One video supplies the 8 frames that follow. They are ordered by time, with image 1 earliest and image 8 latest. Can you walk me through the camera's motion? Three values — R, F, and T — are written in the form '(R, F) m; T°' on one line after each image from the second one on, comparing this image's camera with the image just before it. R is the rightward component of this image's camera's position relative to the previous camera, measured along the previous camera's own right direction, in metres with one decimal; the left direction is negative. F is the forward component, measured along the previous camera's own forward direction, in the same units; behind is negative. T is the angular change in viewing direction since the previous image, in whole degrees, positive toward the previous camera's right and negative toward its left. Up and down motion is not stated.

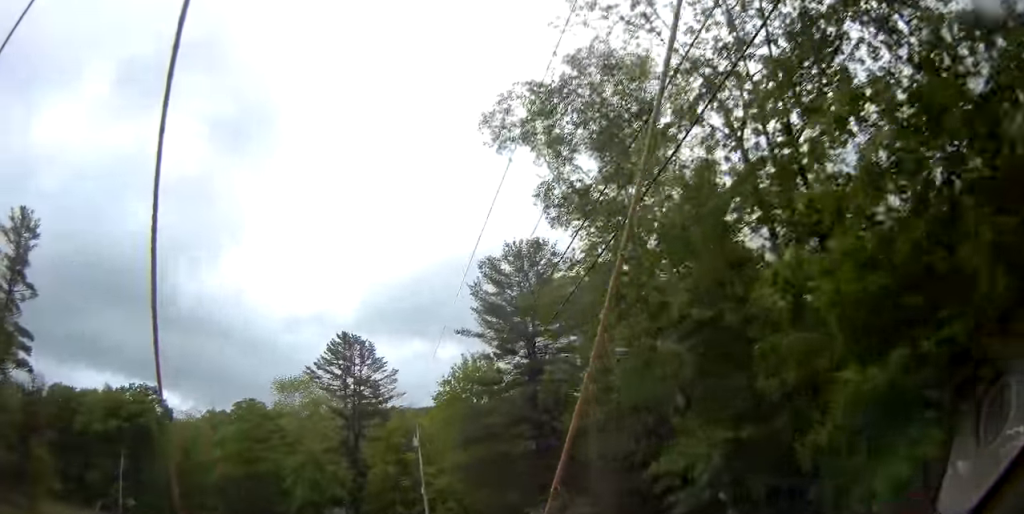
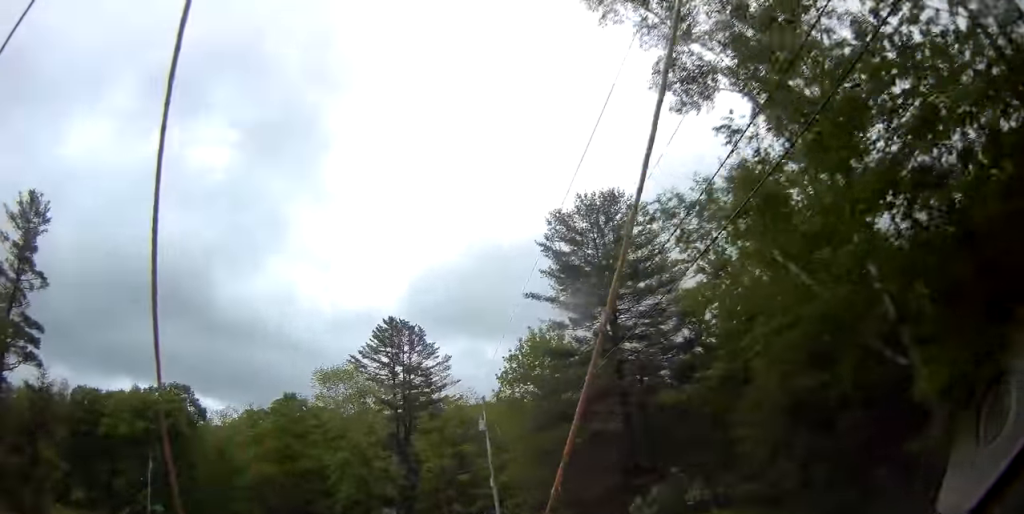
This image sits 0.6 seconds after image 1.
(-0.3, +6.8) m; -5°
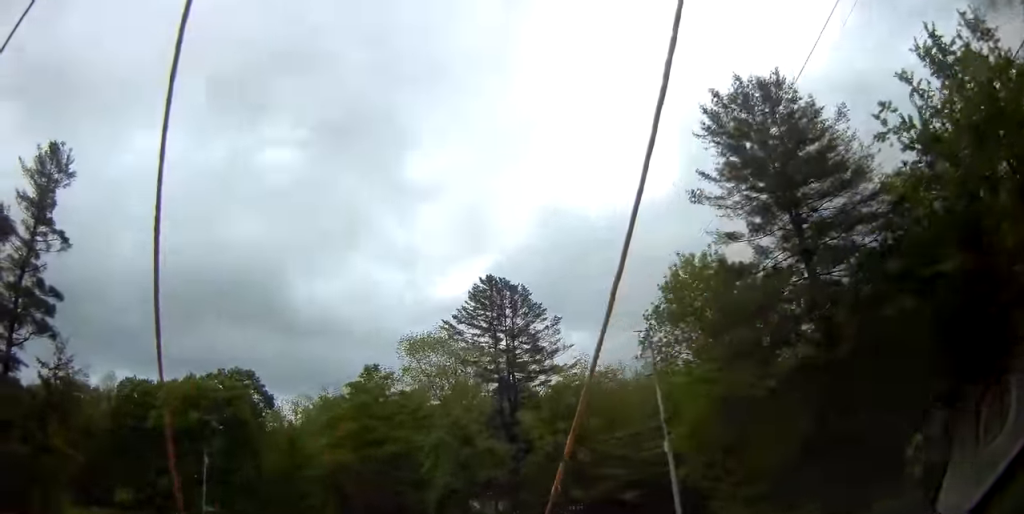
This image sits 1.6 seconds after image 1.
(-0.9, +11.6) m; -9°
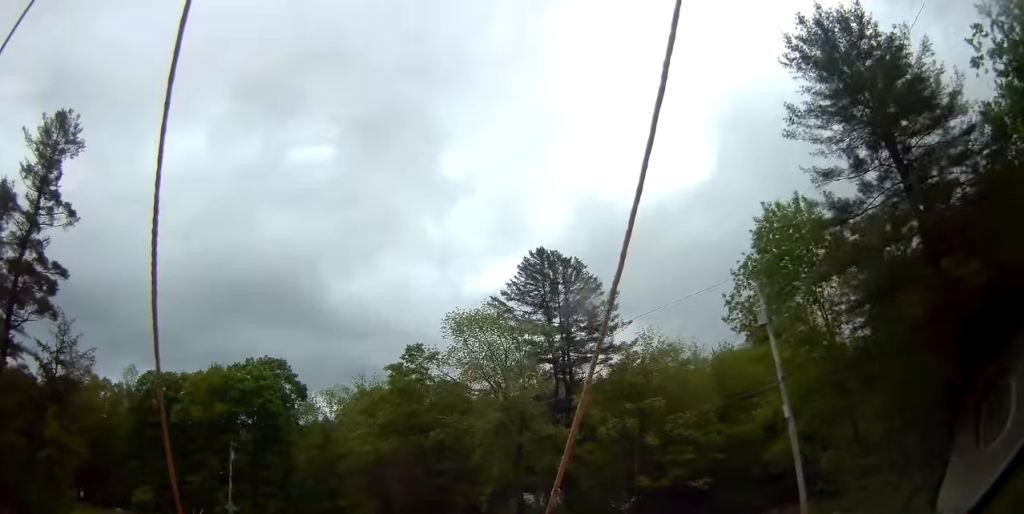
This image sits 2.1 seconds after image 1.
(-0.2, +5.7) m; -5°
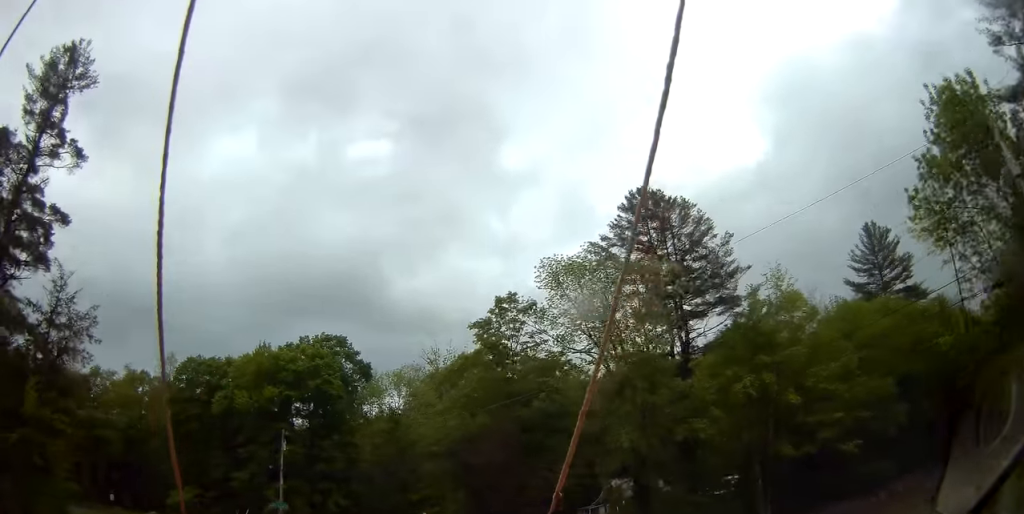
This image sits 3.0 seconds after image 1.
(-0.8, +10.3) m; -8°
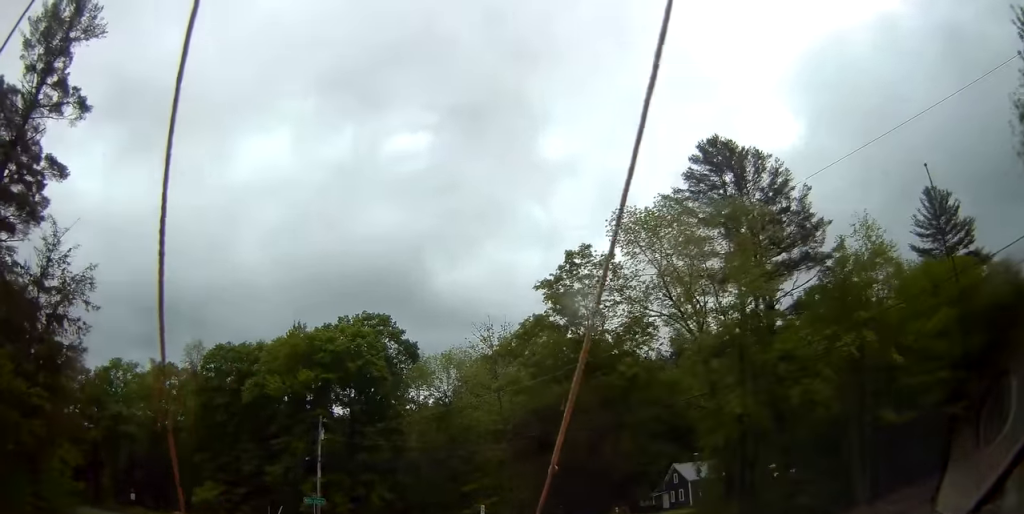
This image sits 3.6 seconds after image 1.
(-0.4, +6.3) m; -4°
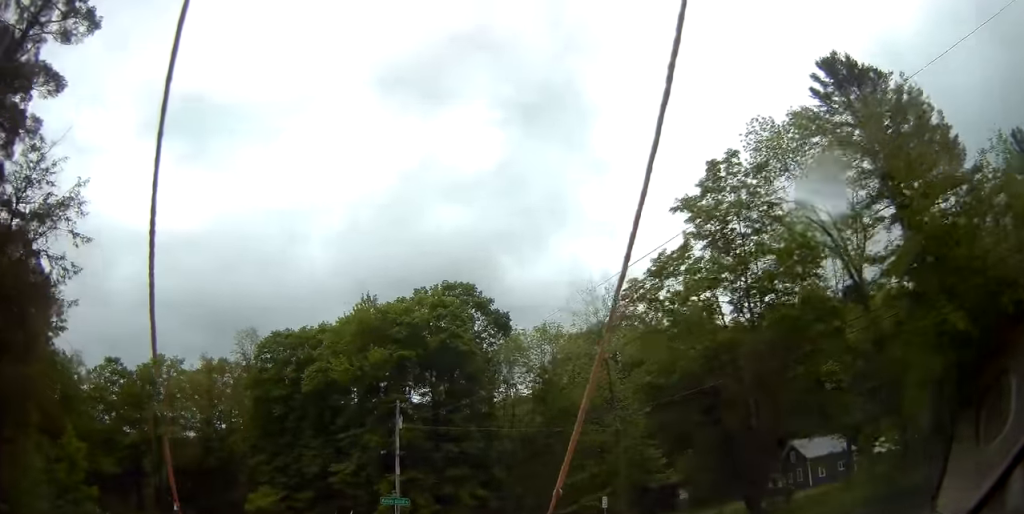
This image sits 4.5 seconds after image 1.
(-0.4, +9.5) m; -5°
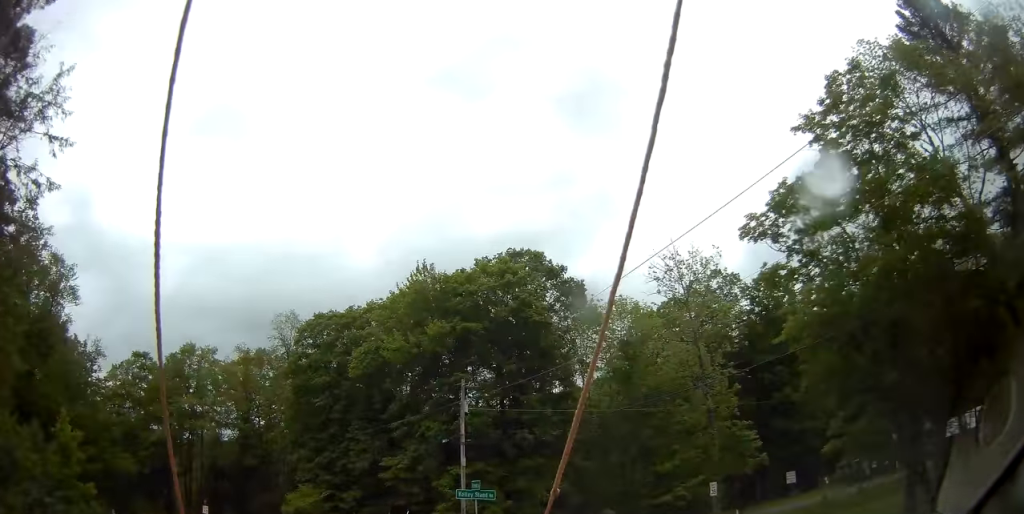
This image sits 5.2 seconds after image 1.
(-0.3, +6.9) m; -4°
